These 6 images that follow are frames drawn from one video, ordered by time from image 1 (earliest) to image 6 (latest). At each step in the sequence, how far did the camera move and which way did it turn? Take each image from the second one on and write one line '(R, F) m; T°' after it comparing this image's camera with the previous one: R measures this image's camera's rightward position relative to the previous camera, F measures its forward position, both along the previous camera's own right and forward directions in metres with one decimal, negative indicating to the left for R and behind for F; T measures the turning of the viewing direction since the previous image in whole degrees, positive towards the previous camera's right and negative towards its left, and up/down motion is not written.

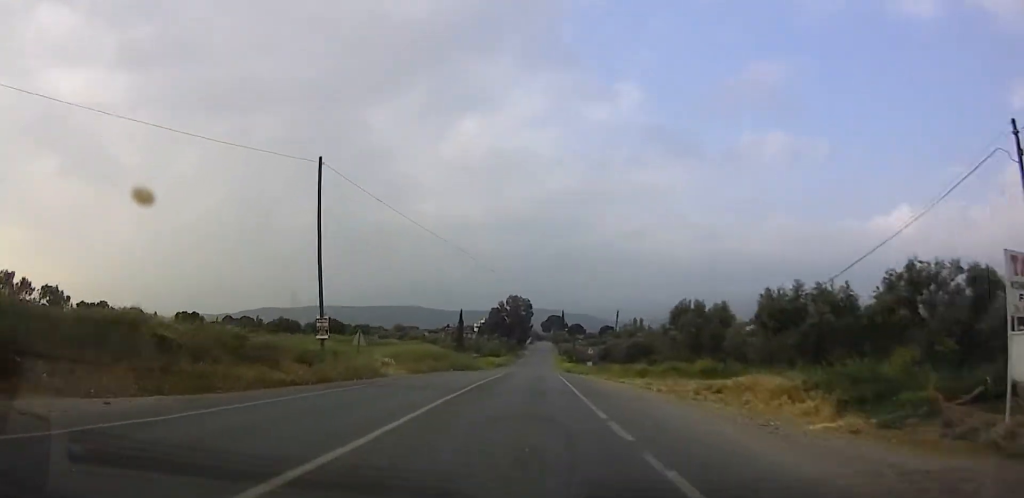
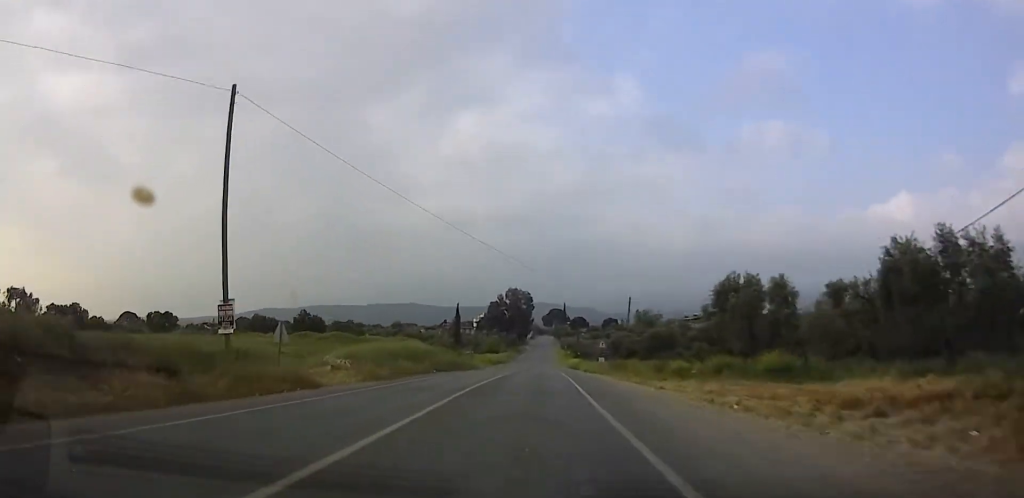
(-0.1, +8.5) m; 0°
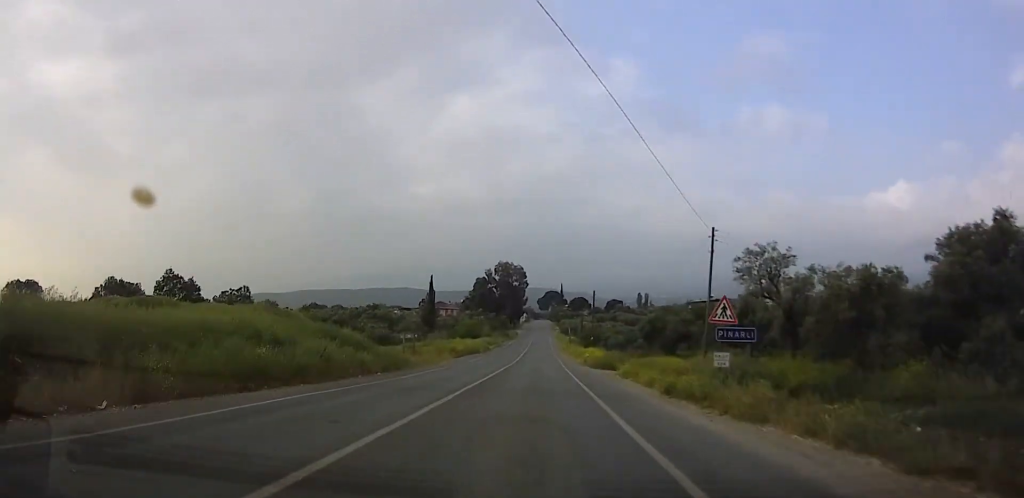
(-0.2, +30.5) m; 0°
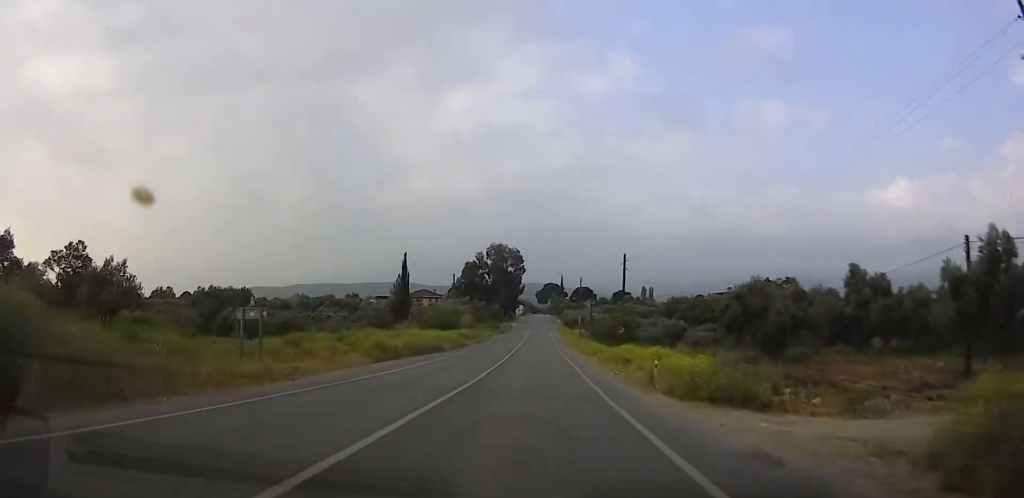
(+0.1, +24.0) m; +2°
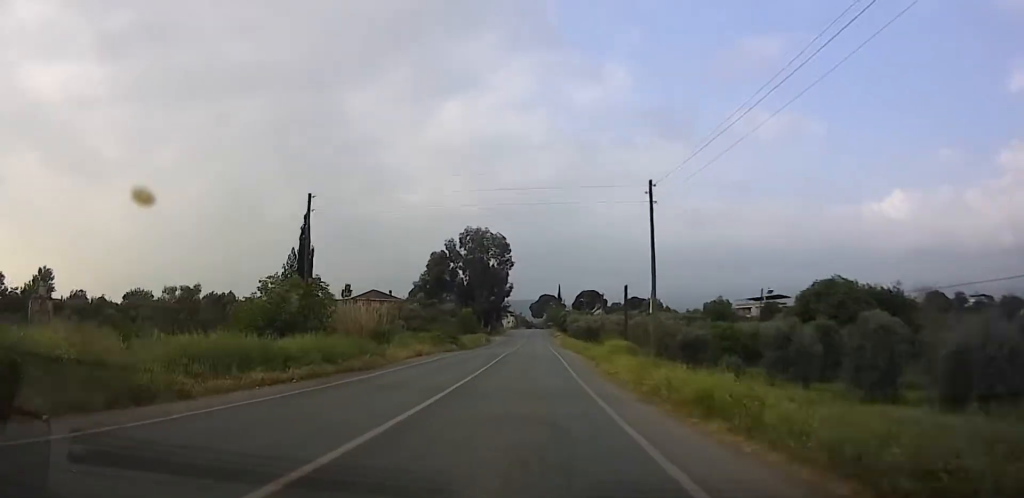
(+1.3, +42.0) m; 0°
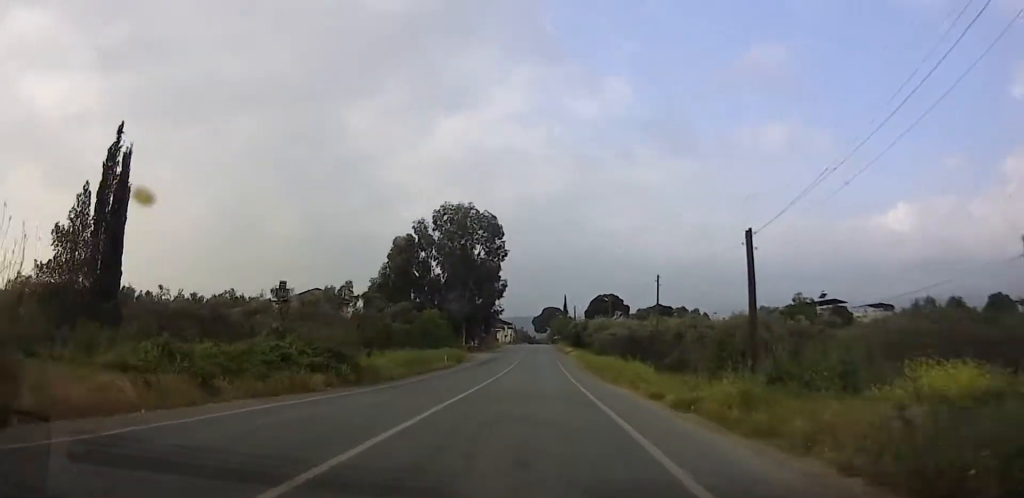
(-1.2, +31.1) m; -1°
